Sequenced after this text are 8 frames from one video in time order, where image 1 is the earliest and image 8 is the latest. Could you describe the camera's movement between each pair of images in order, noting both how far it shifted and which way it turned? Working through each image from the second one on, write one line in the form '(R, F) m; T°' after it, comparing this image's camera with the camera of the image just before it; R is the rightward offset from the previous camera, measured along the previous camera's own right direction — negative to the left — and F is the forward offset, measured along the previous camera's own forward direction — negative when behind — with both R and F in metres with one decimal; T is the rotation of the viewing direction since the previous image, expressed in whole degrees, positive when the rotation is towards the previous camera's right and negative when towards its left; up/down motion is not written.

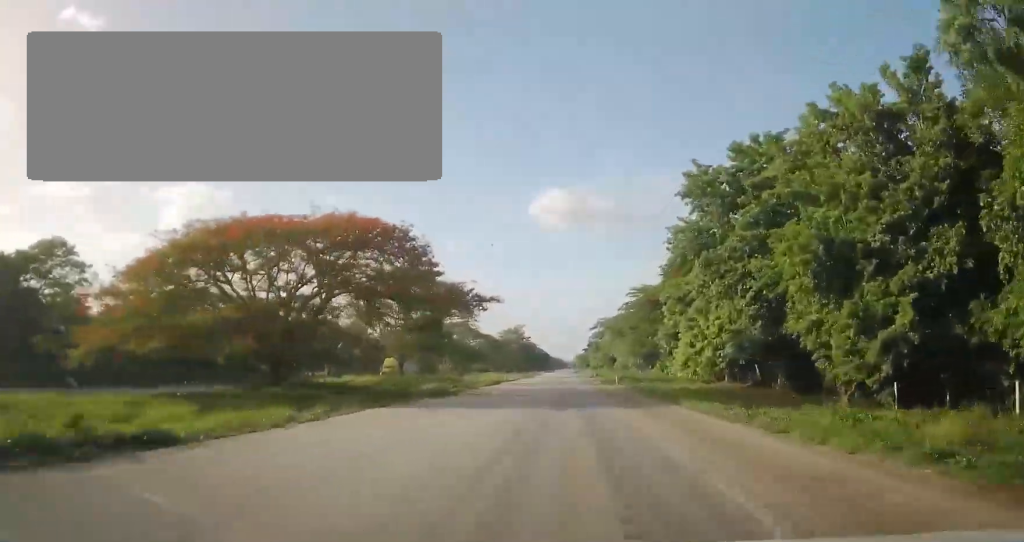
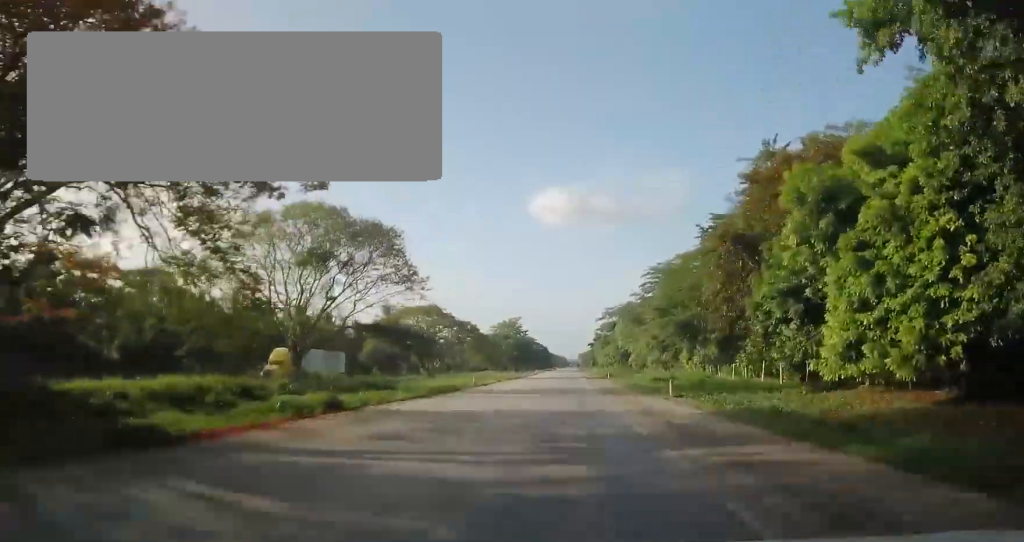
(+0.4, +25.3) m; 0°
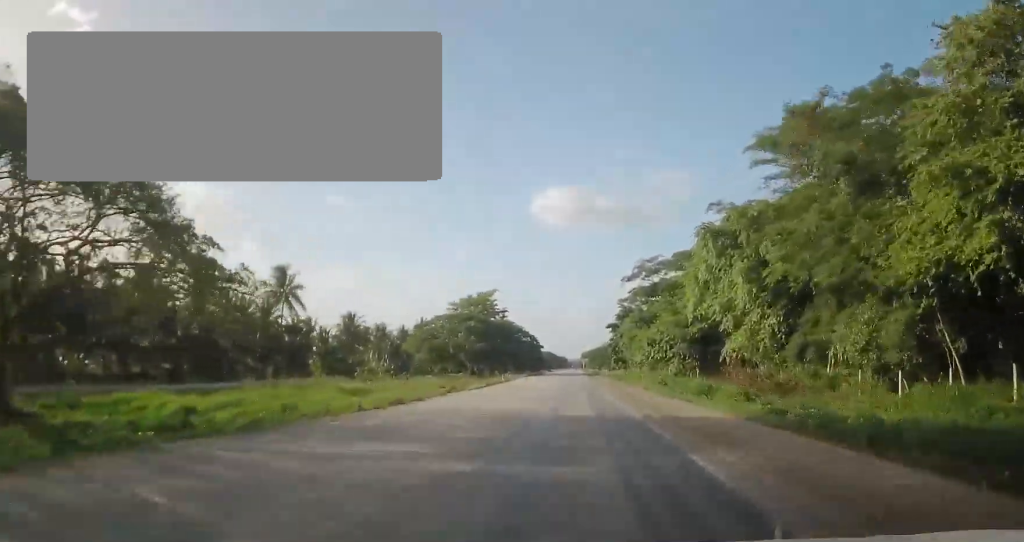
(-0.7, +66.5) m; -1°
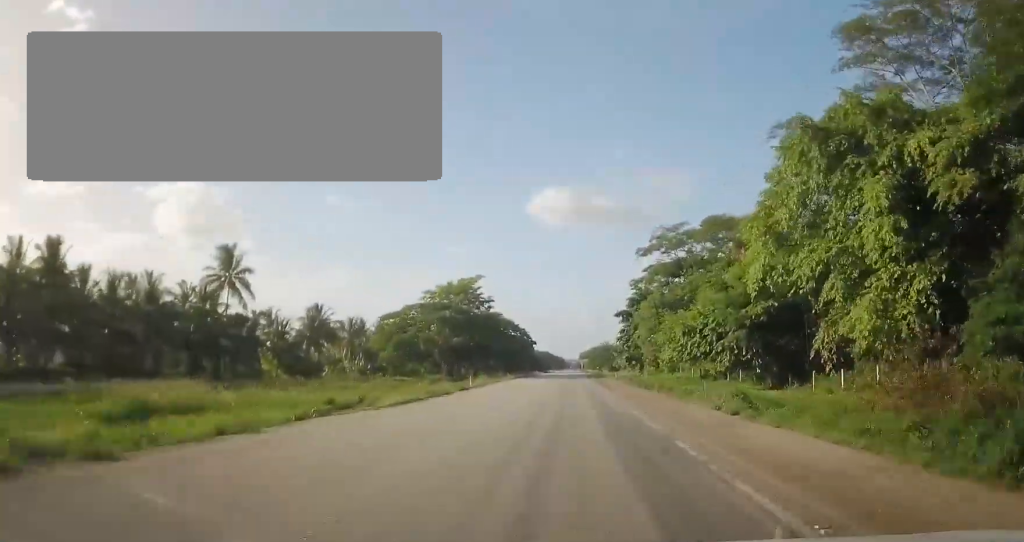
(0.0, +18.4) m; +1°
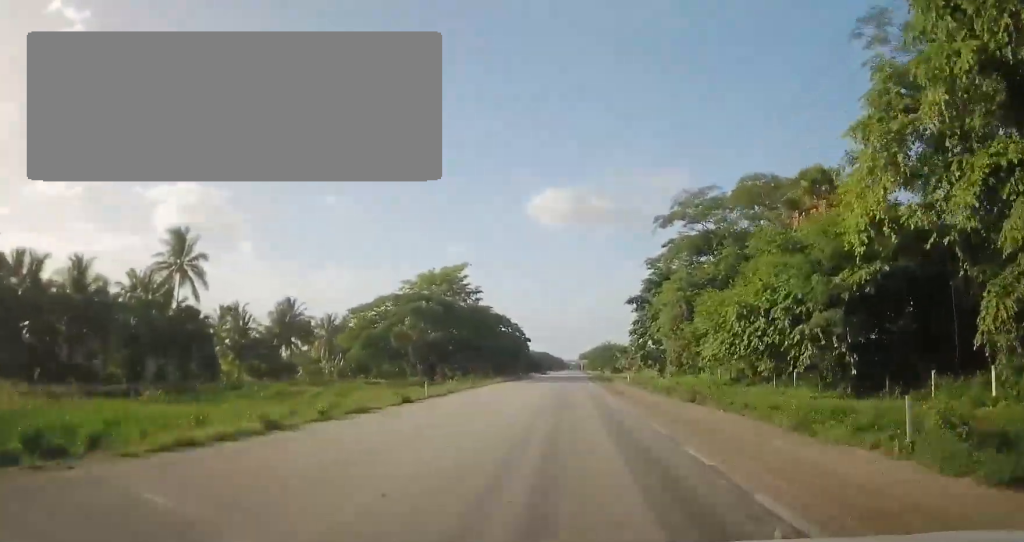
(-0.1, +12.9) m; 0°
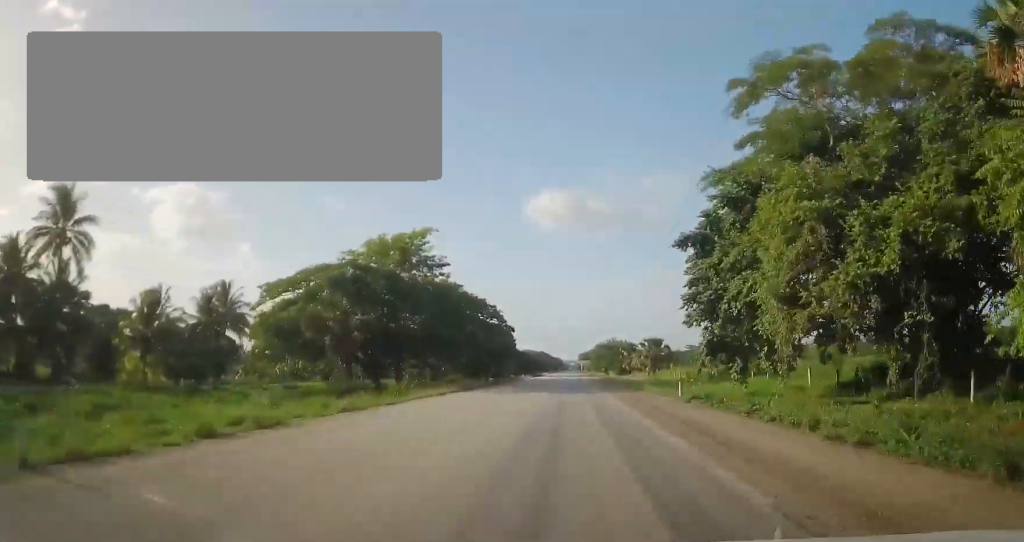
(+0.5, +22.7) m; 0°
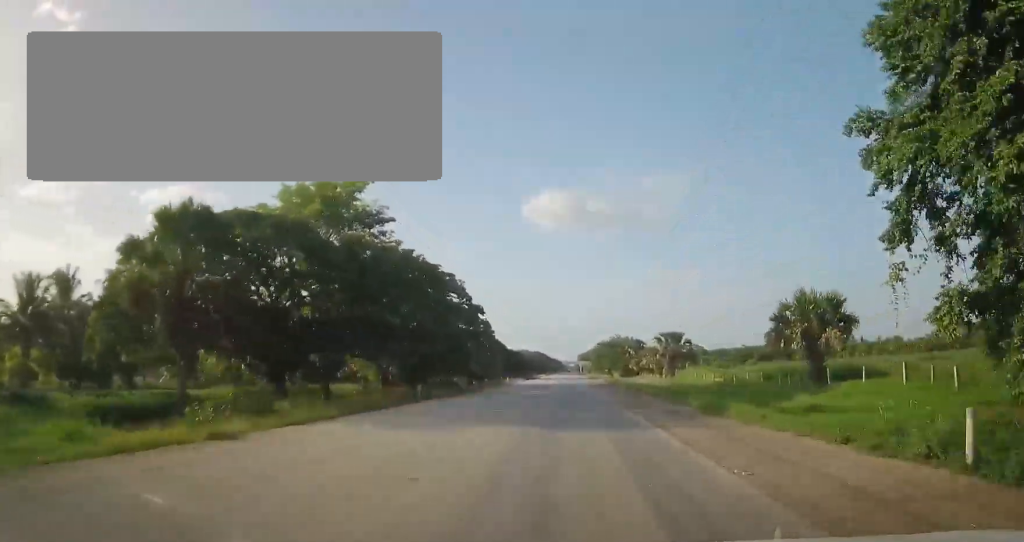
(-0.1, +19.2) m; 0°
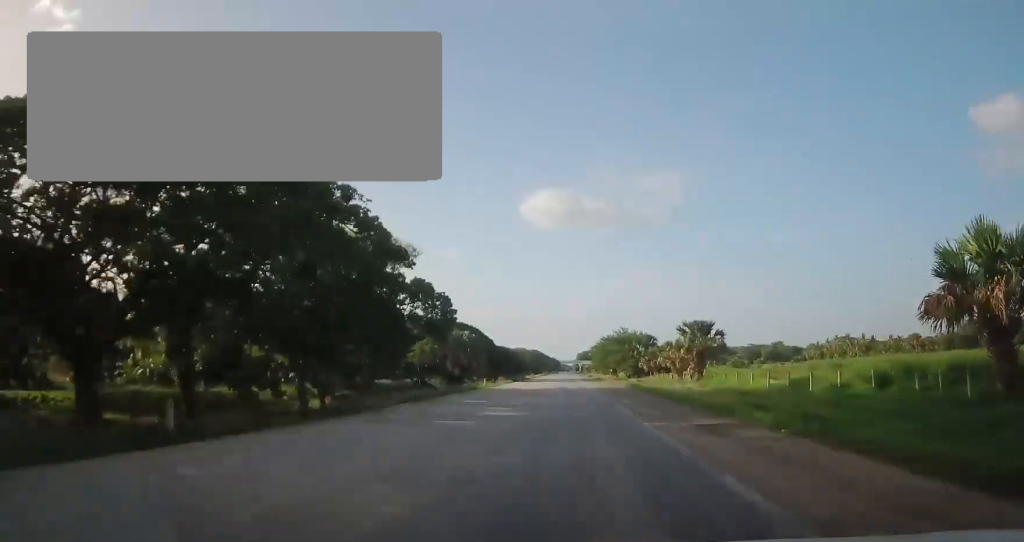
(-0.3, +17.3) m; 0°
